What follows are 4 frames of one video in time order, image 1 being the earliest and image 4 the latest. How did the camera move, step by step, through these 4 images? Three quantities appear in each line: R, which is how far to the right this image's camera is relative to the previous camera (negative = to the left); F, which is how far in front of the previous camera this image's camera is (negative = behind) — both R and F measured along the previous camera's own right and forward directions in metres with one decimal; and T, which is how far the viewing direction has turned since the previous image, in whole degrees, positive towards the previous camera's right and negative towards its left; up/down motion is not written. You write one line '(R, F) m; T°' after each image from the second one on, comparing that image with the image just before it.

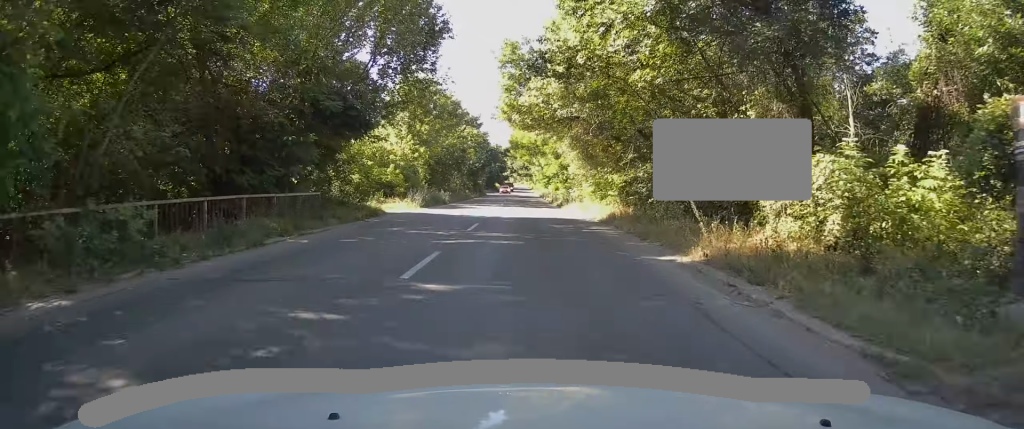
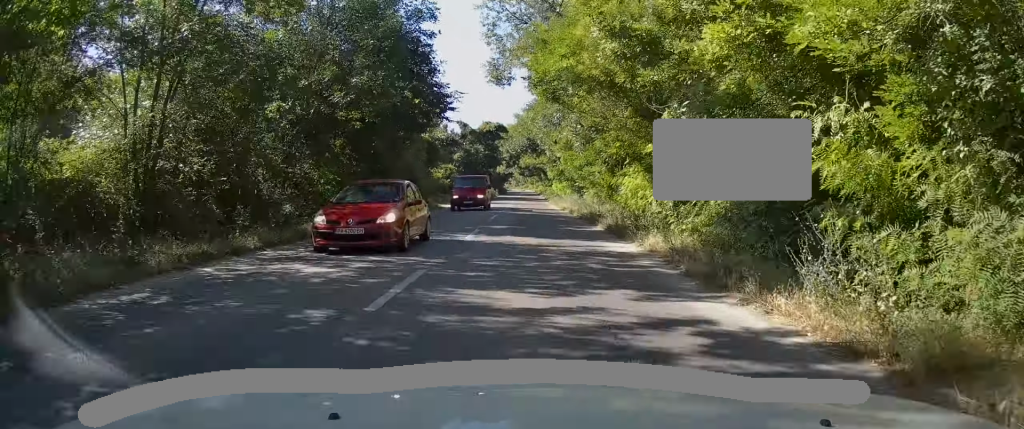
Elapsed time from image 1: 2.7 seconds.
(-0.1, +55.0) m; 0°
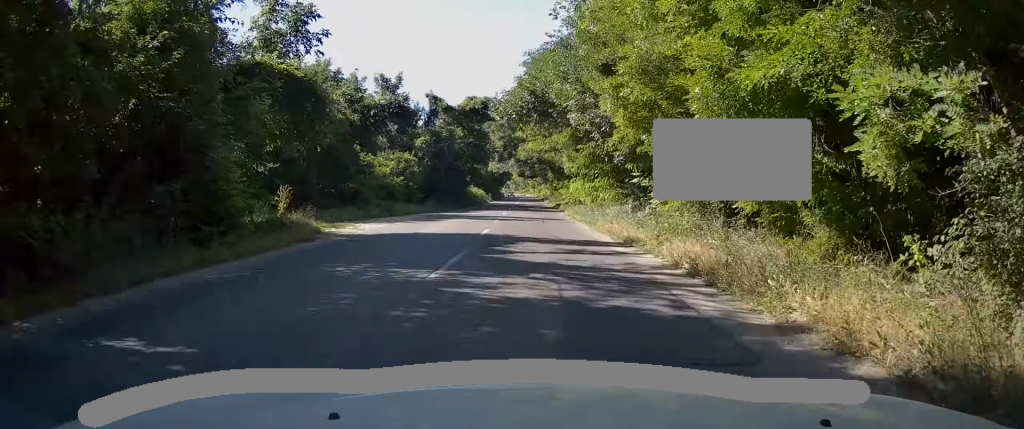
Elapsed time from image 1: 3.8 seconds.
(-0.1, +24.1) m; 0°
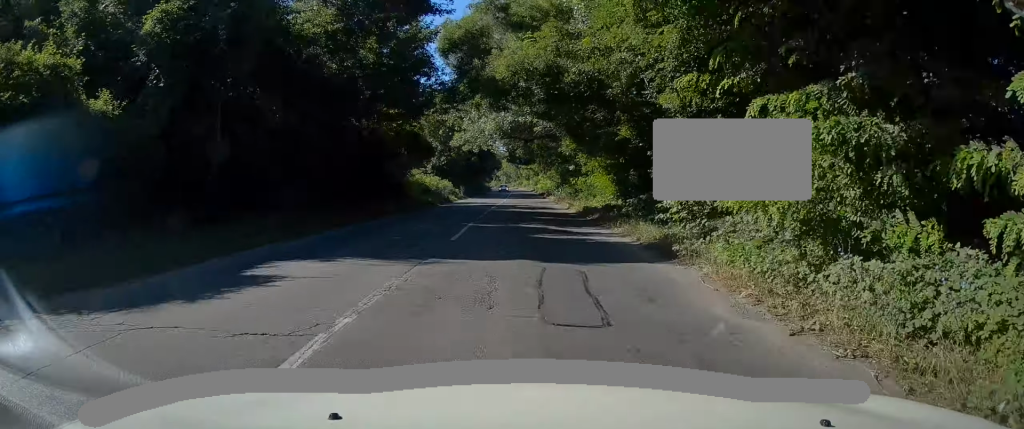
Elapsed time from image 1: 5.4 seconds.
(0.0, +32.7) m; 0°
